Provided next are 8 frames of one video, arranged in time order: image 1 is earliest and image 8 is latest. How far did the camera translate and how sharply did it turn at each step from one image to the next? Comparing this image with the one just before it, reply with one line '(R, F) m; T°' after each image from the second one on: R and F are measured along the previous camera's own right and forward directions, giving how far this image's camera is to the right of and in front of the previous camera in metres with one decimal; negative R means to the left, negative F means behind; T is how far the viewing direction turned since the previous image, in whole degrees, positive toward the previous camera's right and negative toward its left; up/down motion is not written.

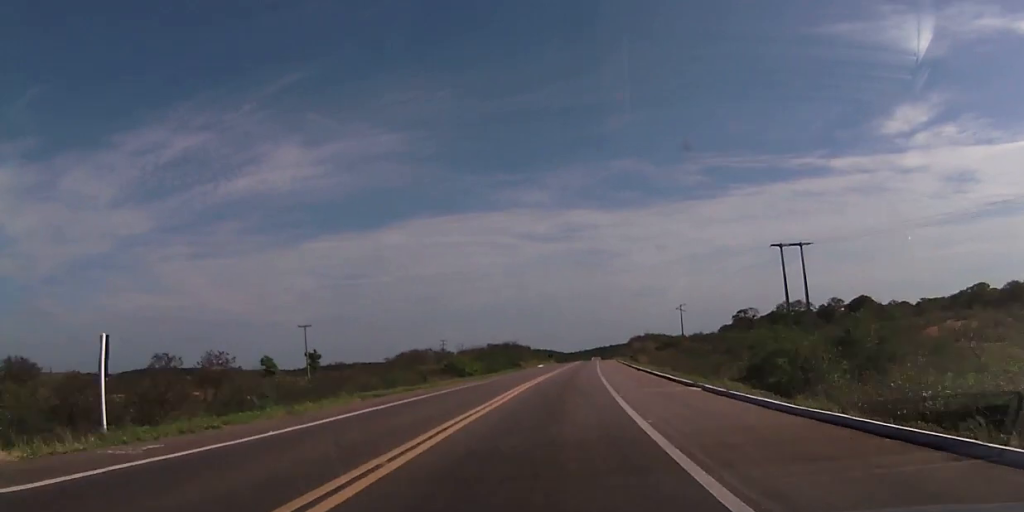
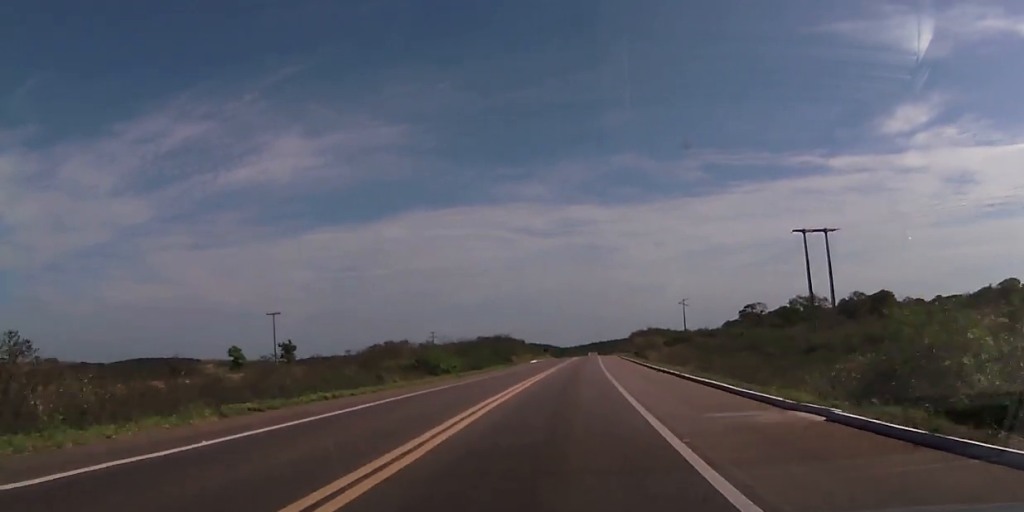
(+0.6, +11.1) m; +2°
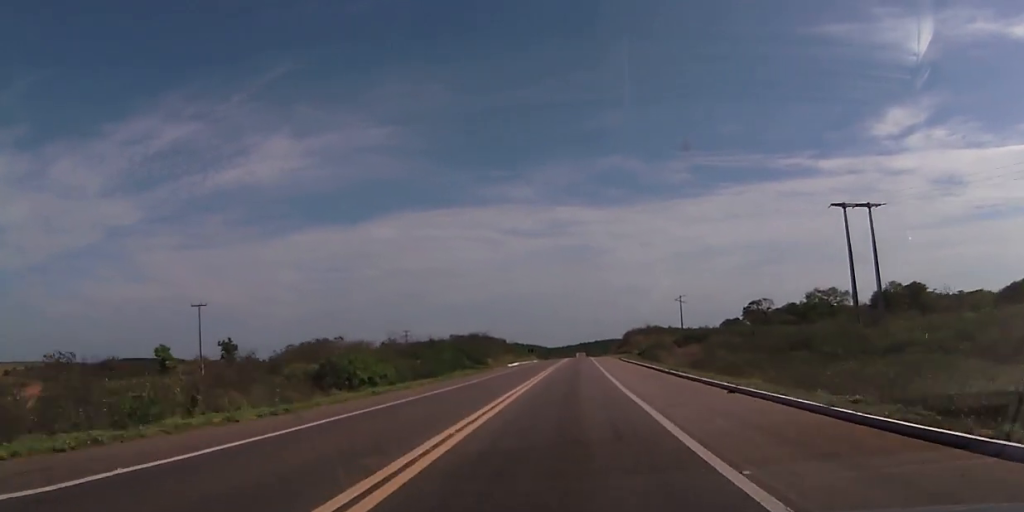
(+0.7, +18.0) m; +2°
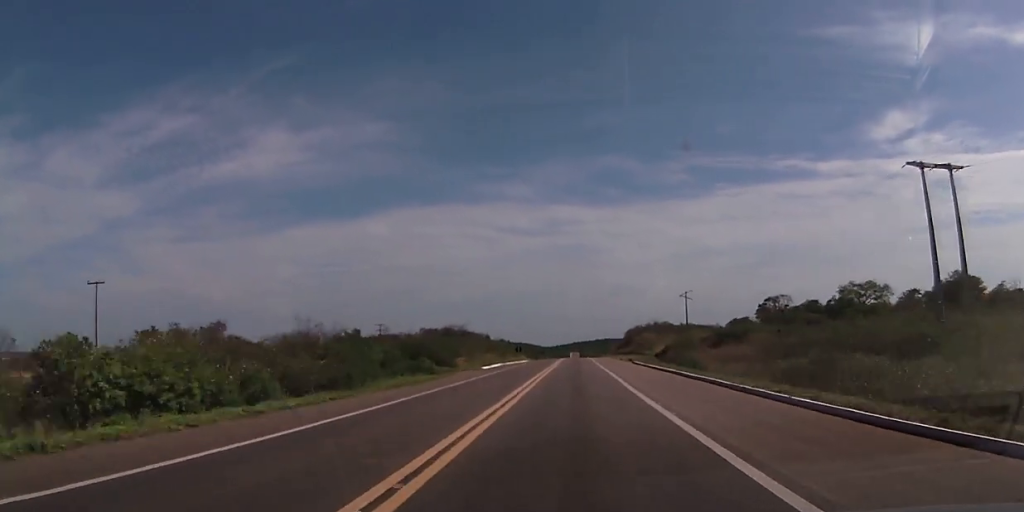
(-0.1, +19.2) m; +2°
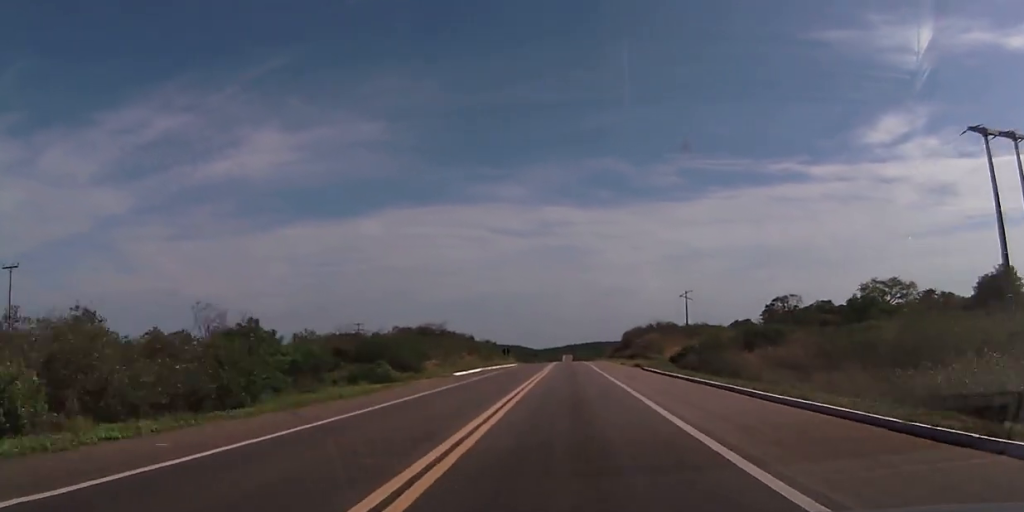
(+0.1, +11.4) m; +1°
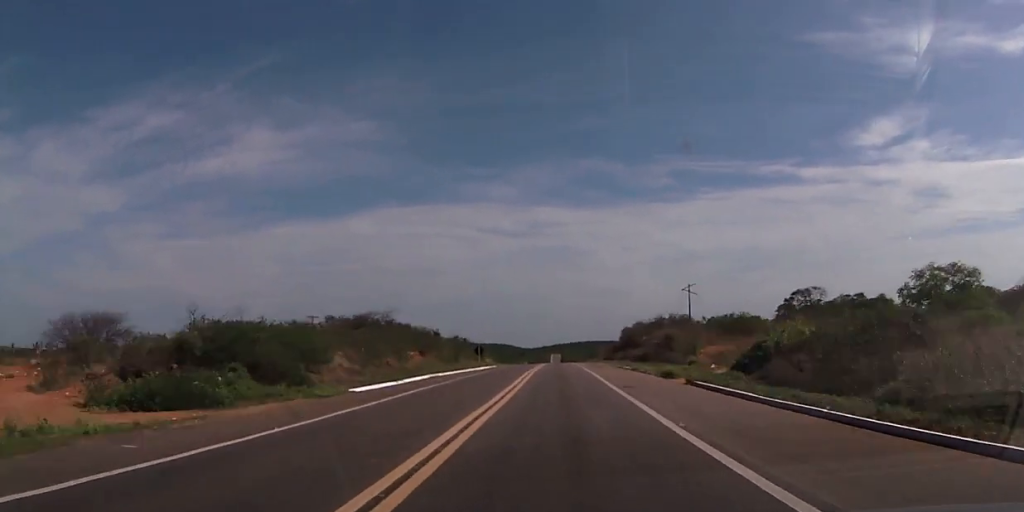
(+0.7, +20.3) m; +1°
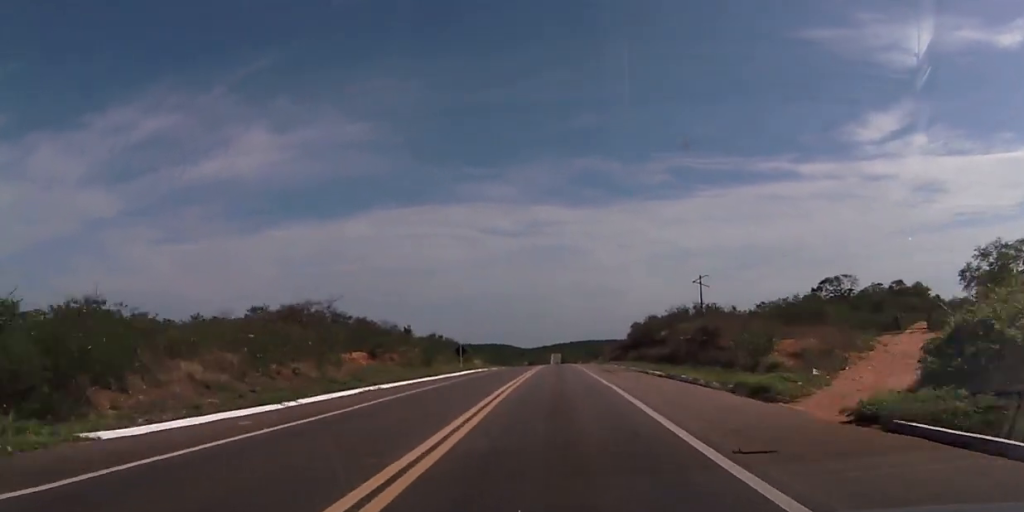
(-0.3, +15.2) m; 0°
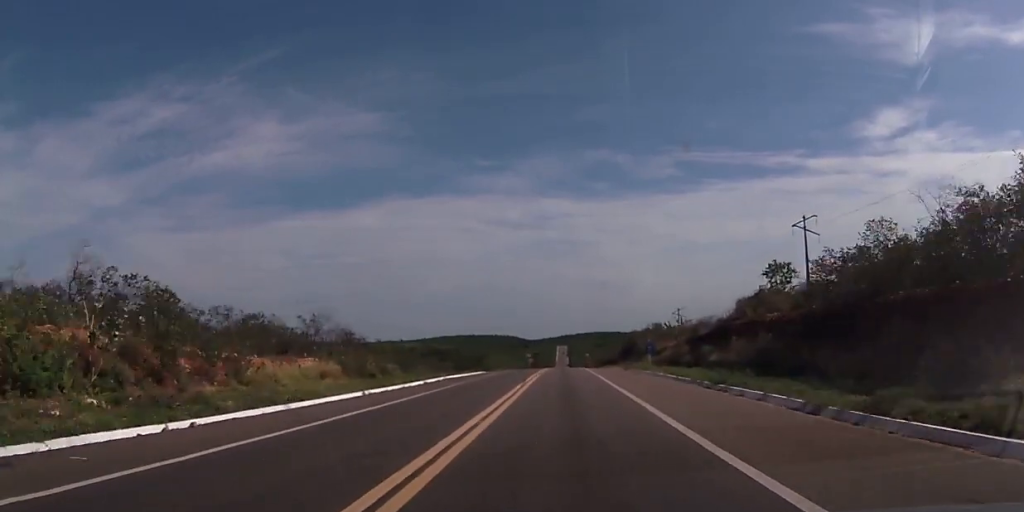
(+1.3, +64.9) m; +1°
